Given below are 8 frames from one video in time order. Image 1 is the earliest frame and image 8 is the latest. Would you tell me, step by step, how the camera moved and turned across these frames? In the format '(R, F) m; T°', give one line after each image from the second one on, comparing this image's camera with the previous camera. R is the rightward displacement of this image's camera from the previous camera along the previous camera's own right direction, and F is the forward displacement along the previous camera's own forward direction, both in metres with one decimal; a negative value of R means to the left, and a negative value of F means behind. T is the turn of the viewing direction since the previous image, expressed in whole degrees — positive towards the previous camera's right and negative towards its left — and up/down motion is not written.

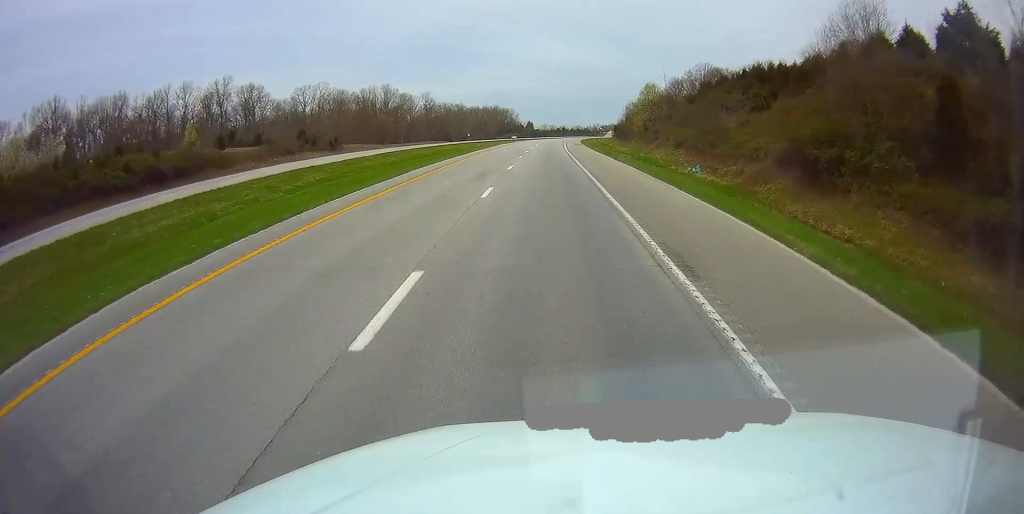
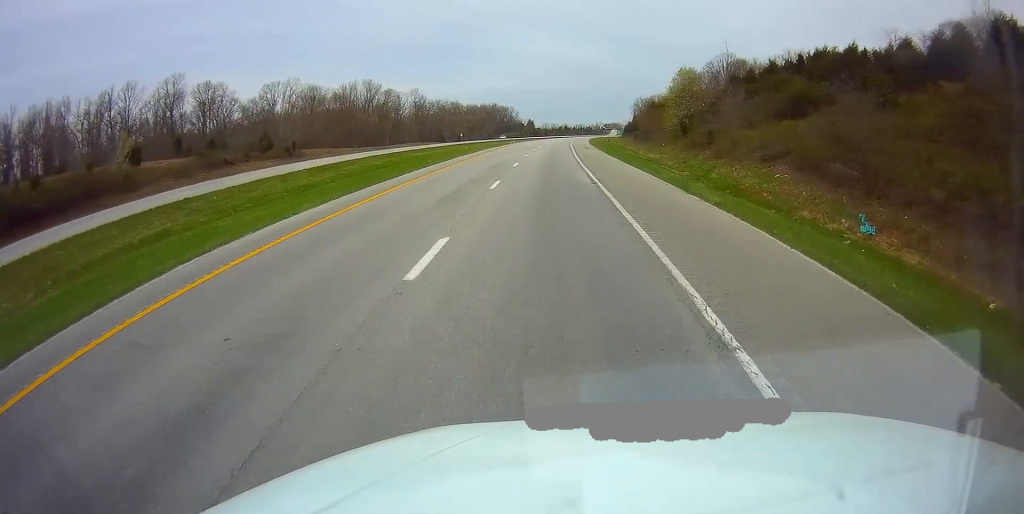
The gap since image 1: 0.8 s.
(+0.1, +22.0) m; 0°
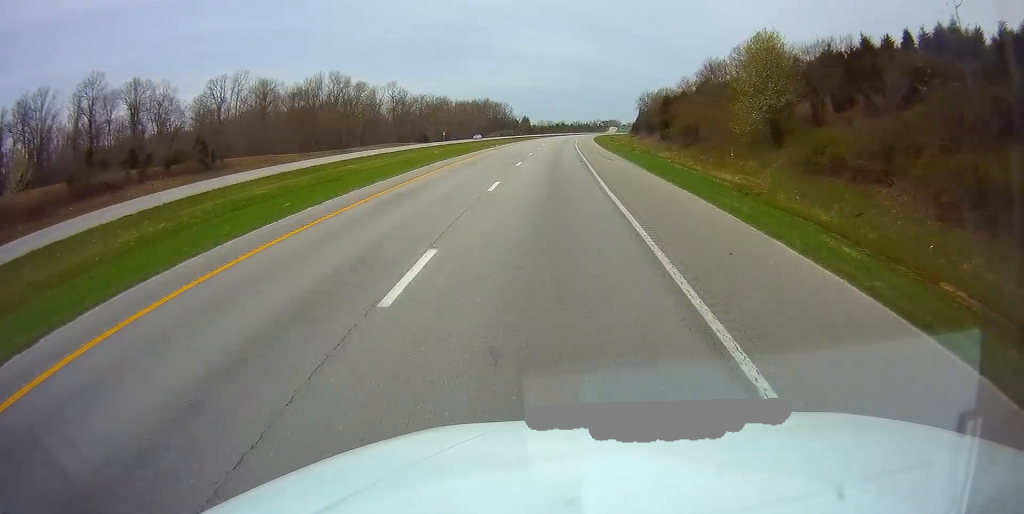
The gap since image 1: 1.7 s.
(-0.3, +25.9) m; 0°
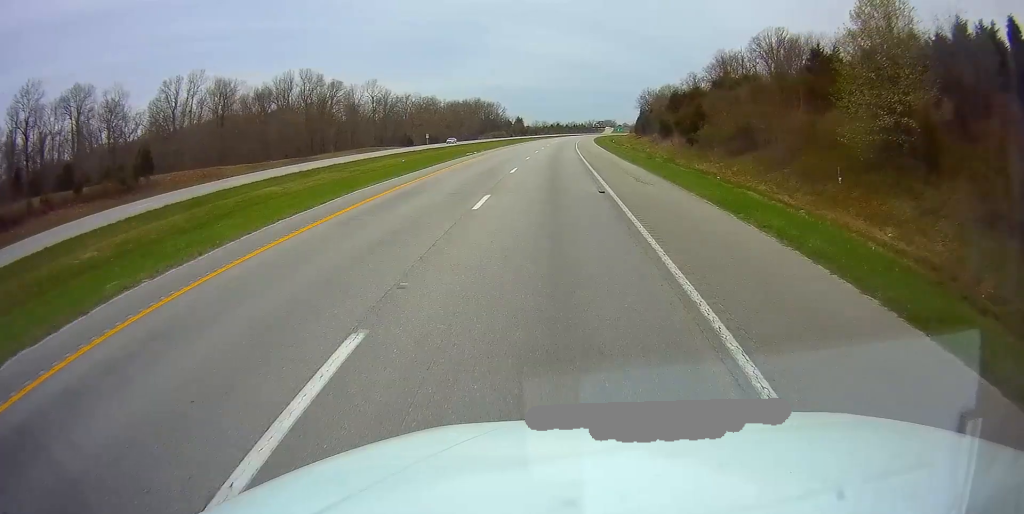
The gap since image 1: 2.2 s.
(+0.2, +16.4) m; +1°
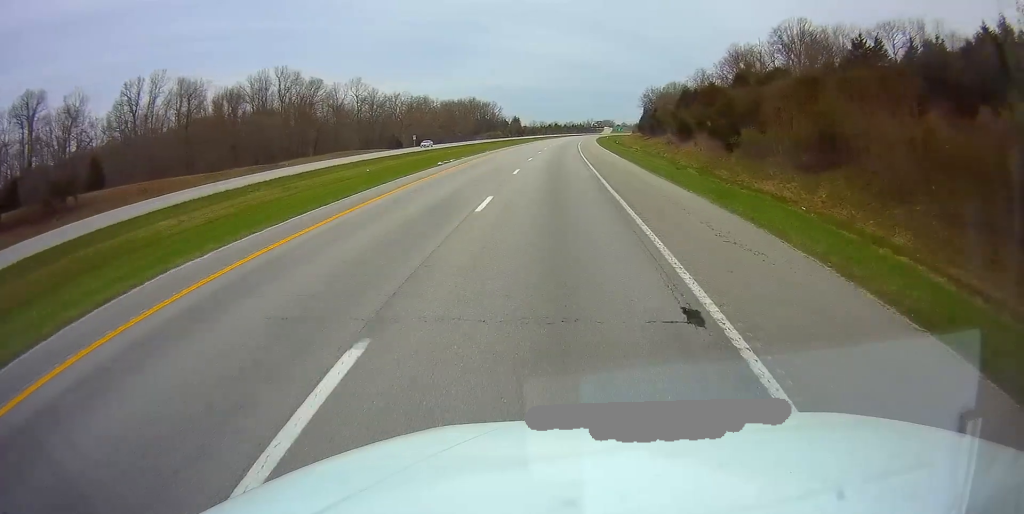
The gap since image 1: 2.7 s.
(+0.1, +12.6) m; +1°
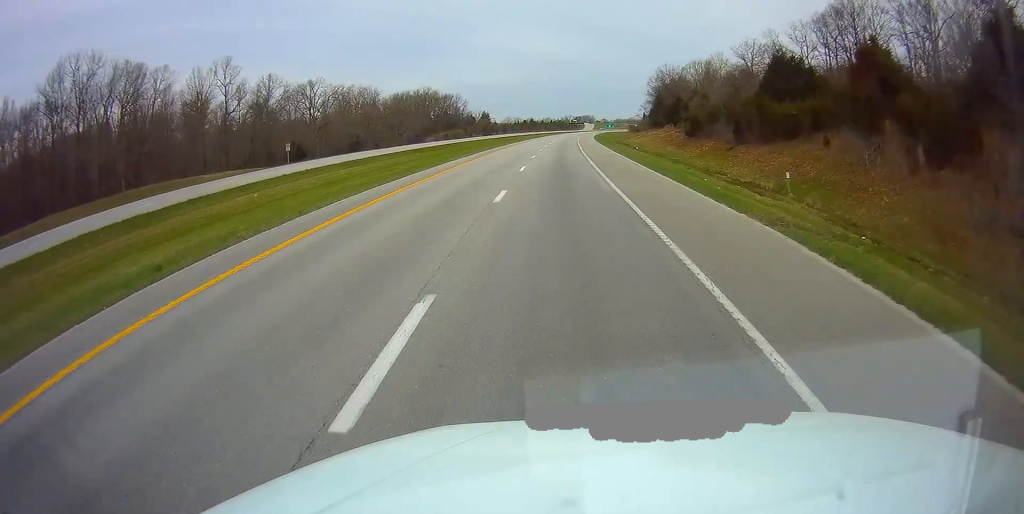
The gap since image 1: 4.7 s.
(+0.4, +60.5) m; +1°
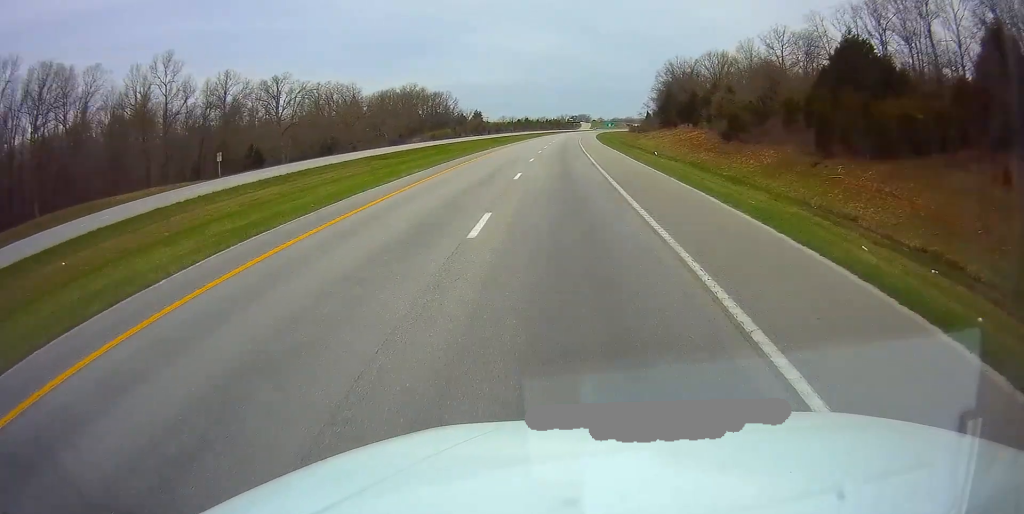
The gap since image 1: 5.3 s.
(+0.2, +17.7) m; +1°
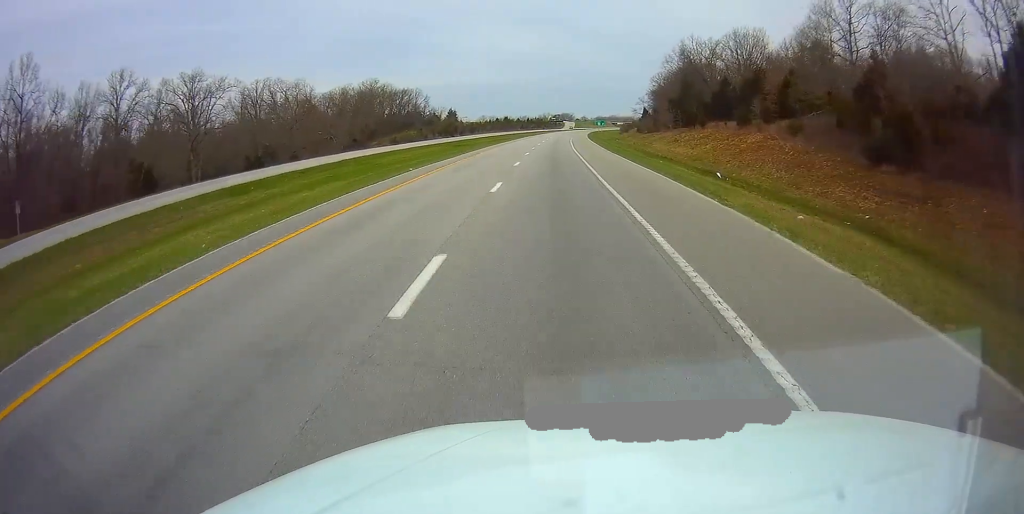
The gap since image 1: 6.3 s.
(+0.6, +29.7) m; +1°
